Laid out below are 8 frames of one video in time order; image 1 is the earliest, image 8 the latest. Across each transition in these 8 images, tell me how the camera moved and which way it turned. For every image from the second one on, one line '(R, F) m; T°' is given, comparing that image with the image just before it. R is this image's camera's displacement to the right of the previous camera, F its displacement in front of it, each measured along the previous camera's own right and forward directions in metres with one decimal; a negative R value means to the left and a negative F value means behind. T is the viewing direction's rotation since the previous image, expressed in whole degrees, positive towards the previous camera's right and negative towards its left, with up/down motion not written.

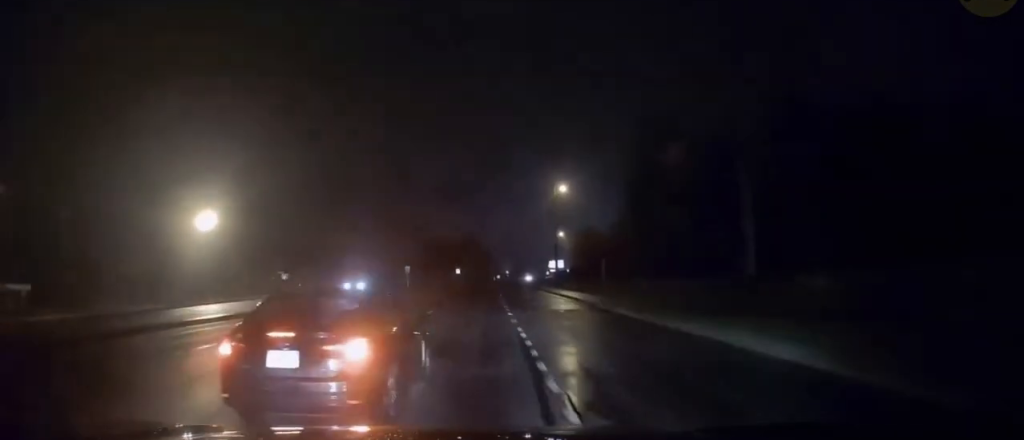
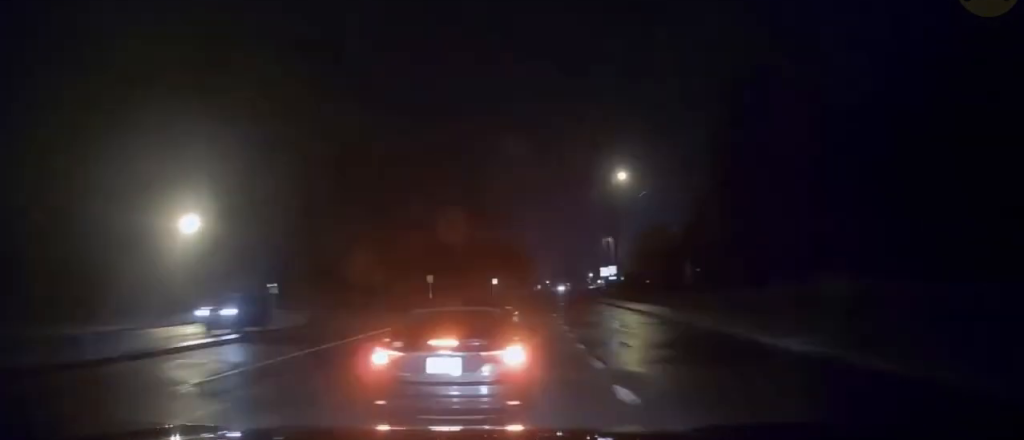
(-0.4, +17.0) m; -2°
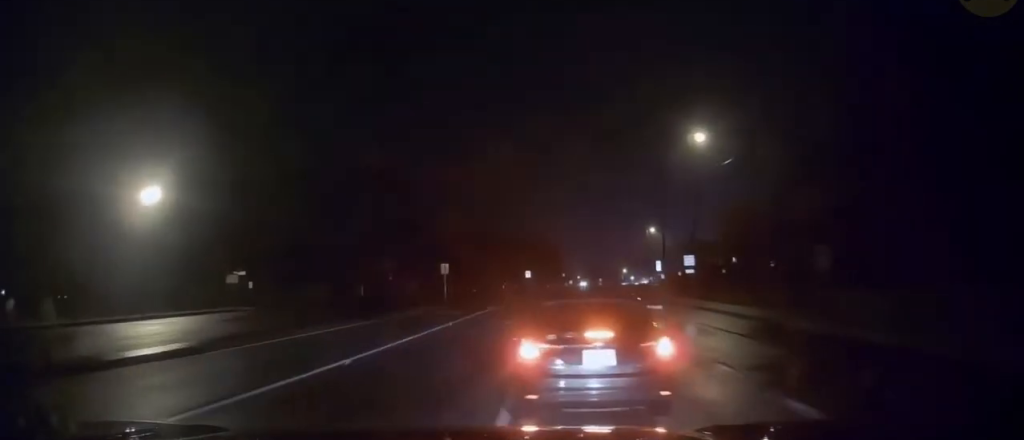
(-0.1, +16.2) m; -1°
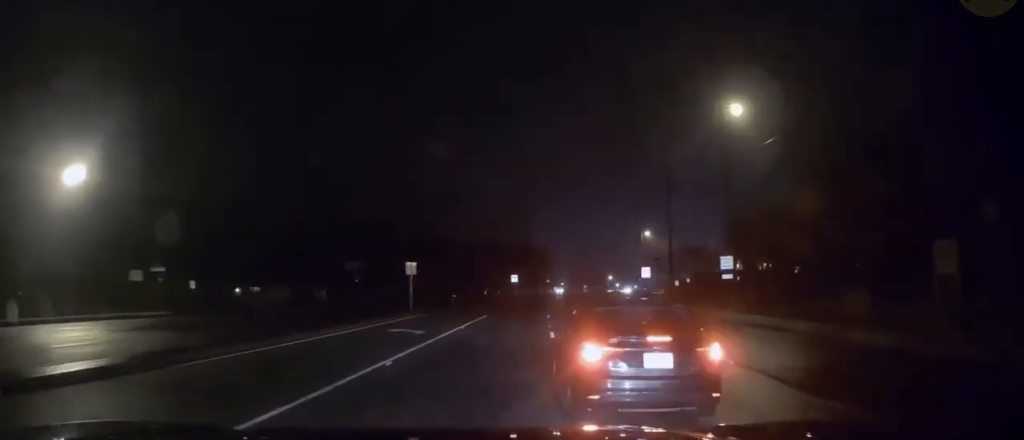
(-0.2, +11.1) m; 0°
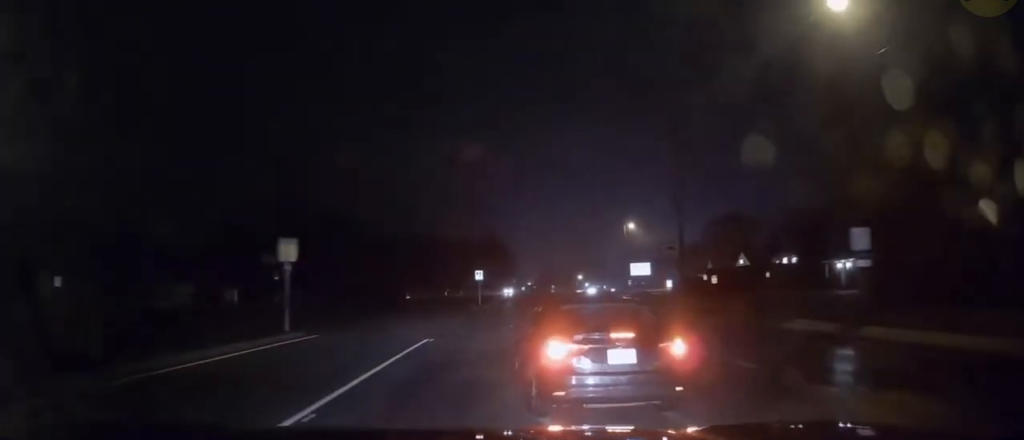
(+0.3, +17.4) m; +4°
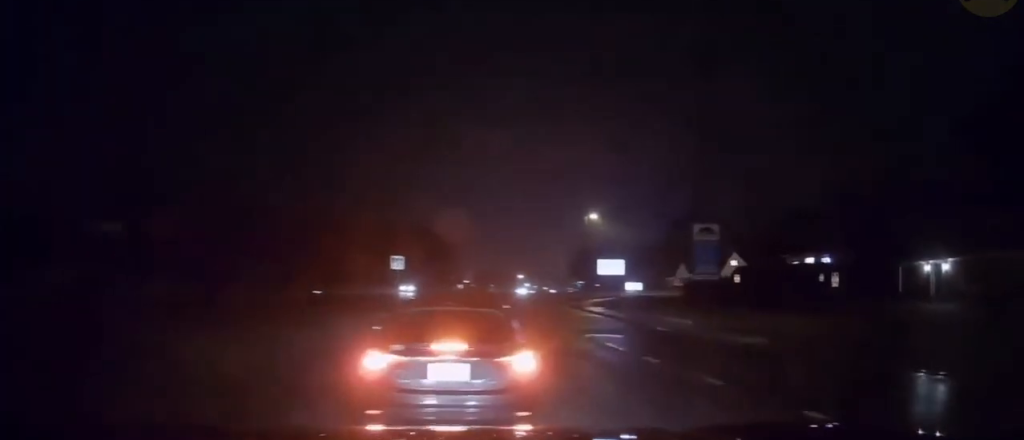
(+1.3, +19.8) m; +8°
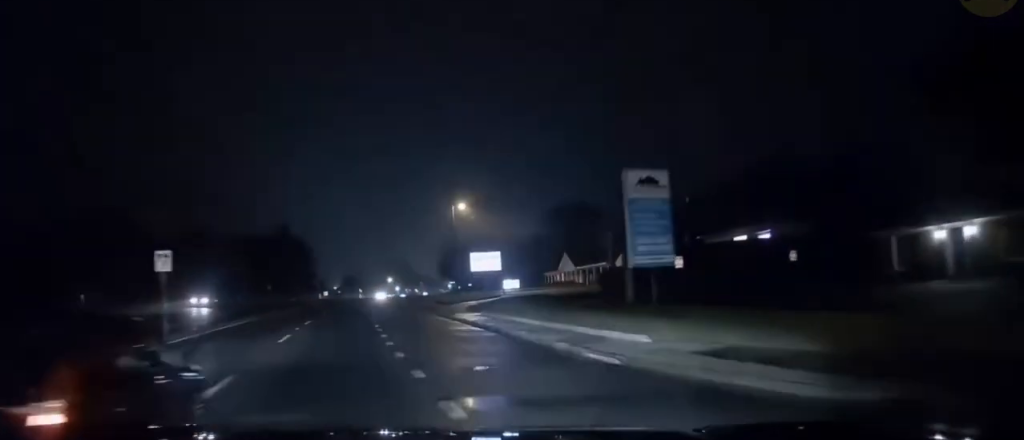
(+0.8, +13.5) m; +4°
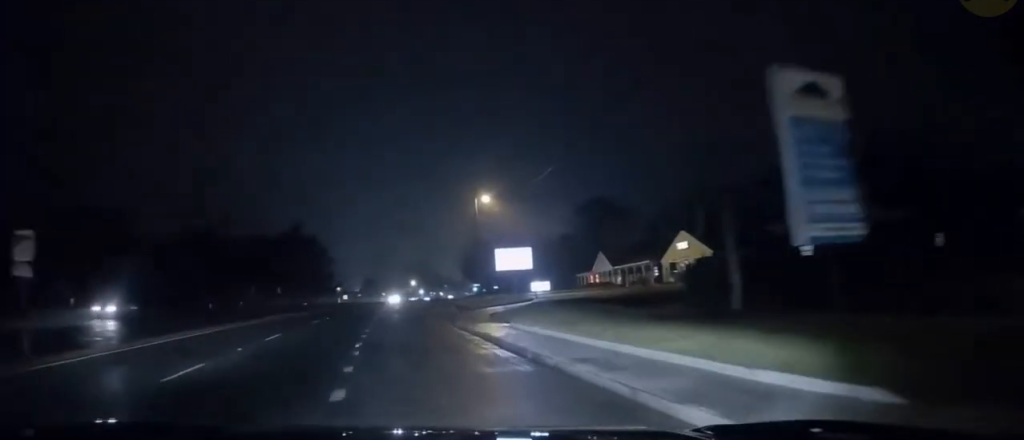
(+0.4, +9.0) m; 0°
